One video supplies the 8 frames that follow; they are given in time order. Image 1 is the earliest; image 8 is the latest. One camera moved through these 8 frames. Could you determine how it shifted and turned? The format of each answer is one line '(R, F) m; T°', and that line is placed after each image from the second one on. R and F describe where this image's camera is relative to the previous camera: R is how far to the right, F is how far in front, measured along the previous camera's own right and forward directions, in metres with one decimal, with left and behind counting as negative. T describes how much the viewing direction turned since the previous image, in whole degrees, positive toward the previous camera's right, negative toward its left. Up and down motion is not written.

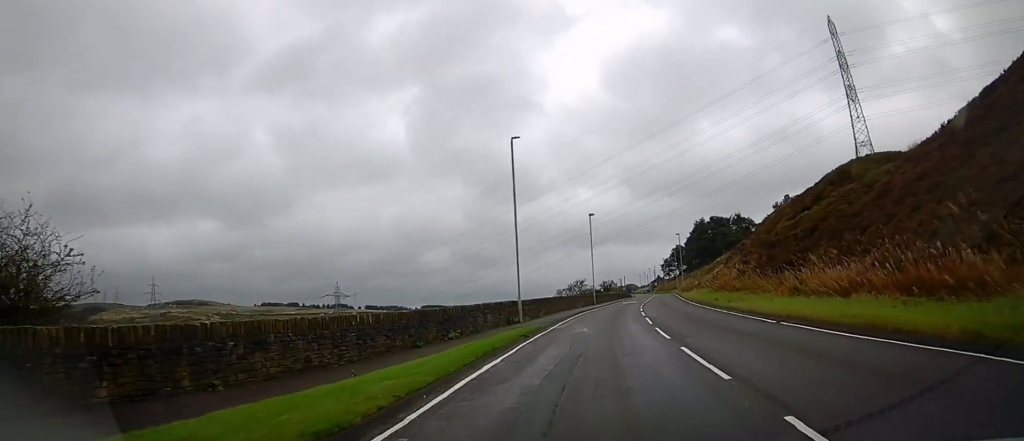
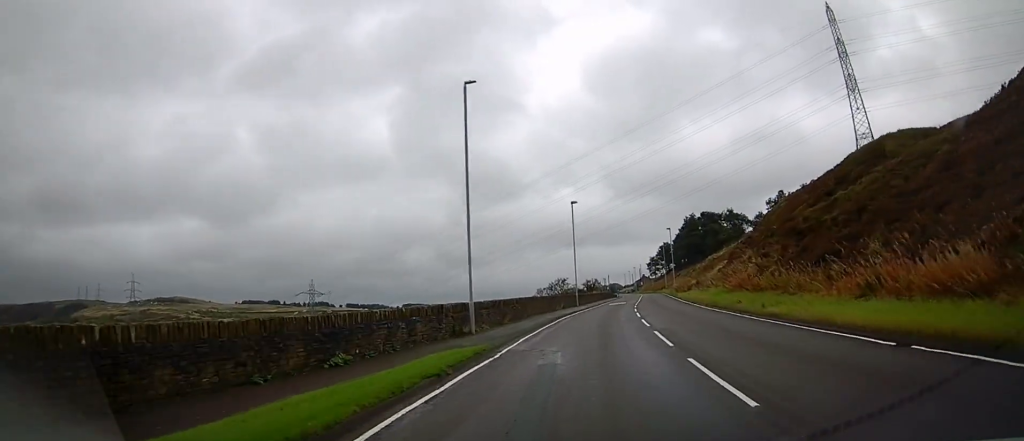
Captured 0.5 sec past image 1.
(+0.2, +8.4) m; +2°
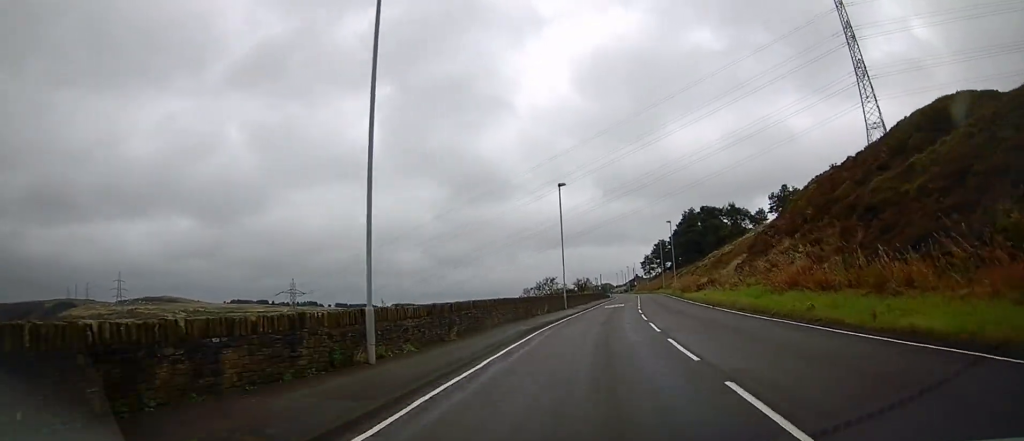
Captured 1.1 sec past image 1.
(+0.1, +9.3) m; +1°
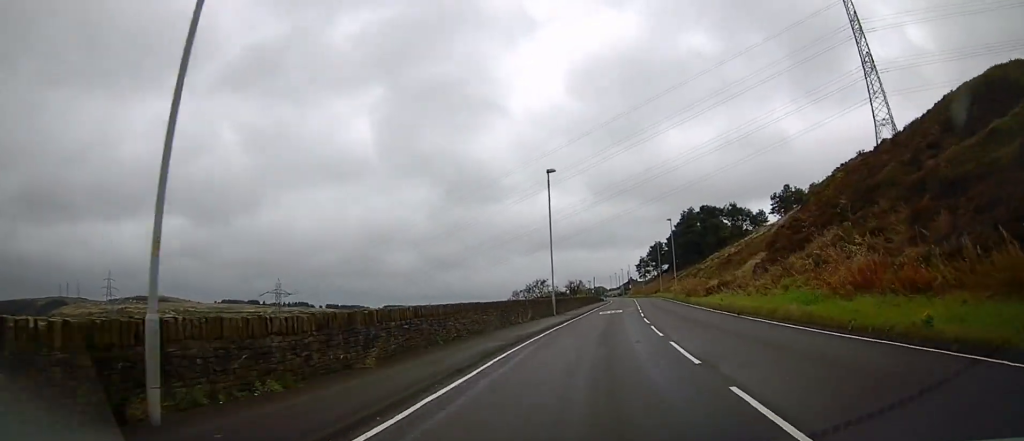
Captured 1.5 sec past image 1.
(0.0, +6.4) m; +1°
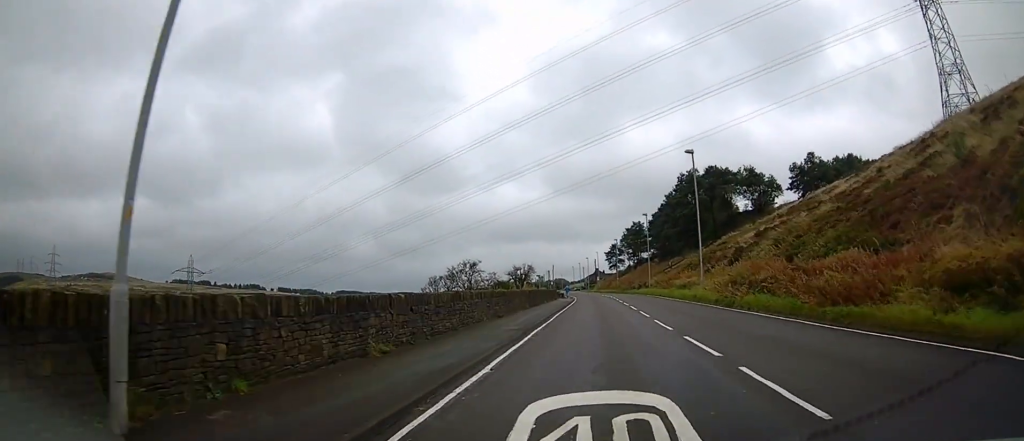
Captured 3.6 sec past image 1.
(+1.1, +34.6) m; +4°
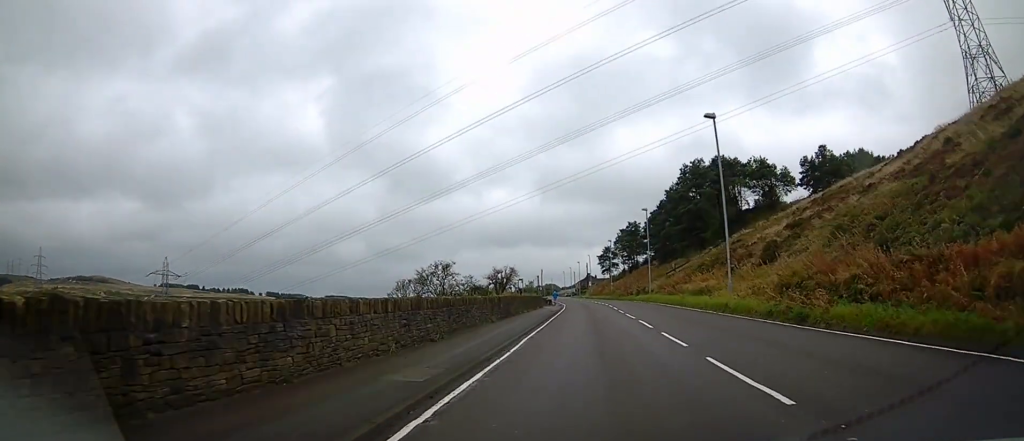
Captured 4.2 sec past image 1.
(+0.2, +9.4) m; 0°
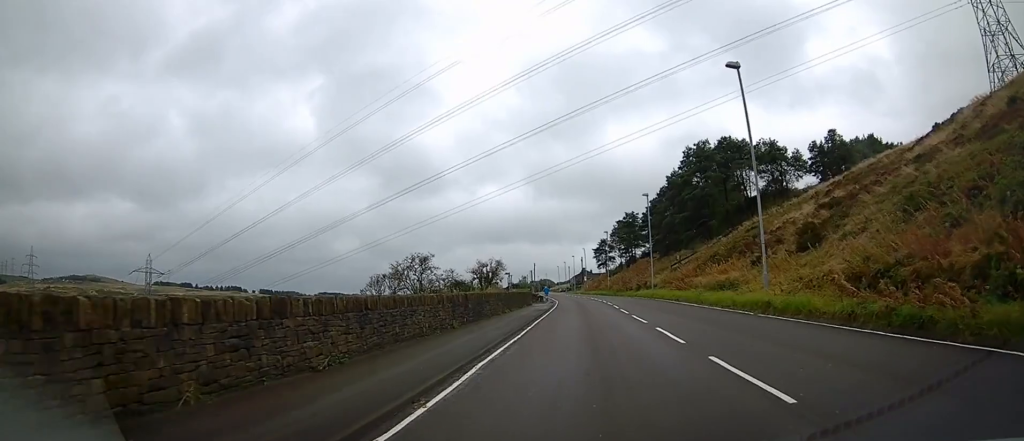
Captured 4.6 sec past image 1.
(+0.1, +6.6) m; 0°
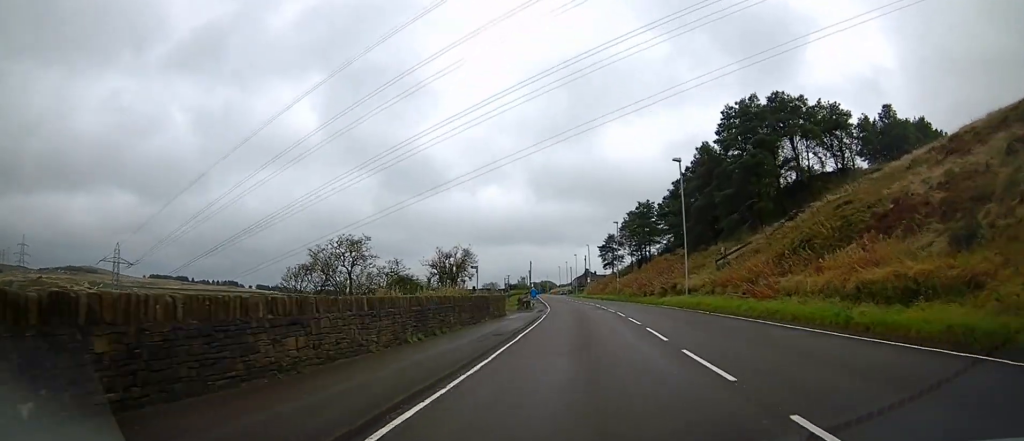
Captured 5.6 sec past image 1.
(-0.2, +17.7) m; -1°
